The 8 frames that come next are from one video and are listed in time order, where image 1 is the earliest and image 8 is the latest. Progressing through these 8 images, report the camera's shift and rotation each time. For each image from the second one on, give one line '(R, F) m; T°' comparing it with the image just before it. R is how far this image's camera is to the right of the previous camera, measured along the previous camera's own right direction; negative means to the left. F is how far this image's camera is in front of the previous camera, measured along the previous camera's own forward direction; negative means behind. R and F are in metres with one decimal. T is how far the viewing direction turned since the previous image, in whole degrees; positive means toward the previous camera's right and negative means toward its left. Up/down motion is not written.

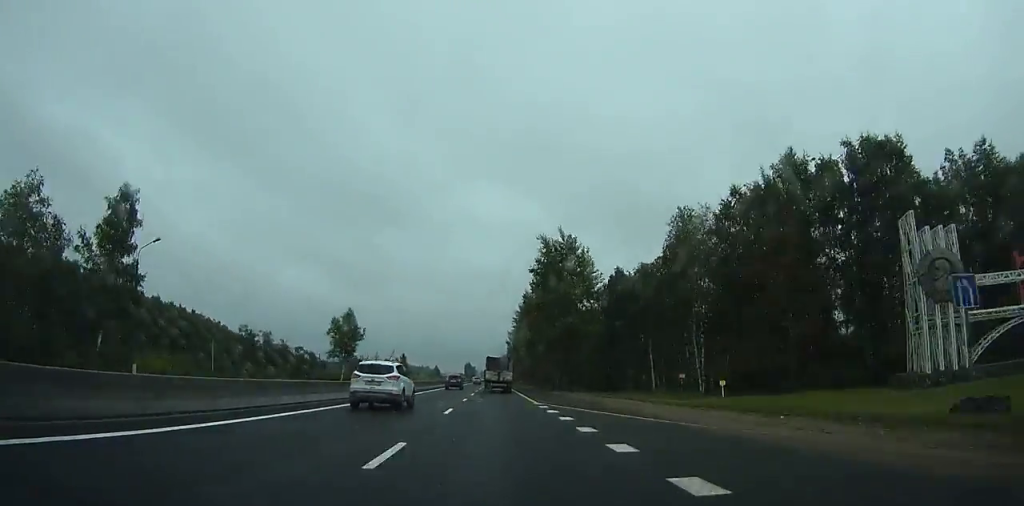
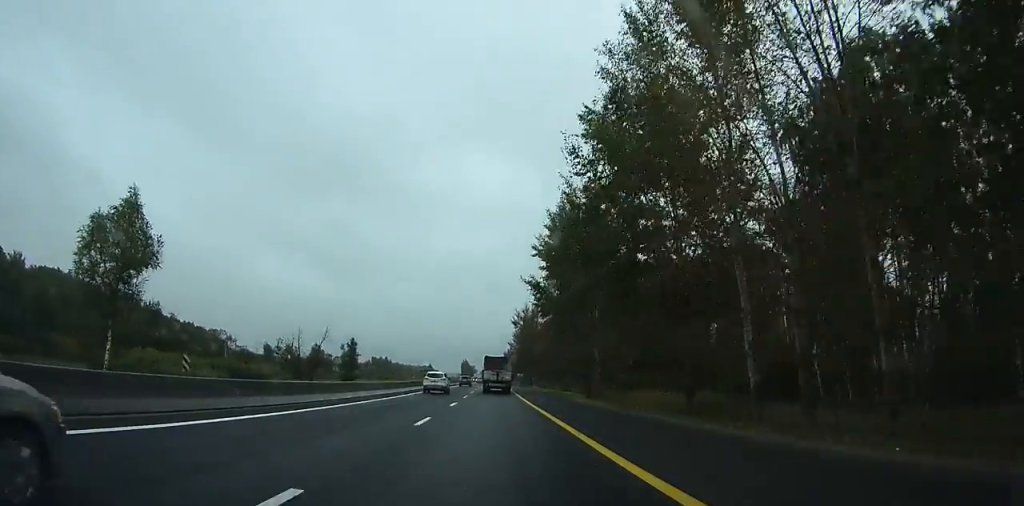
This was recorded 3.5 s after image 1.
(+0.2, +66.3) m; 0°
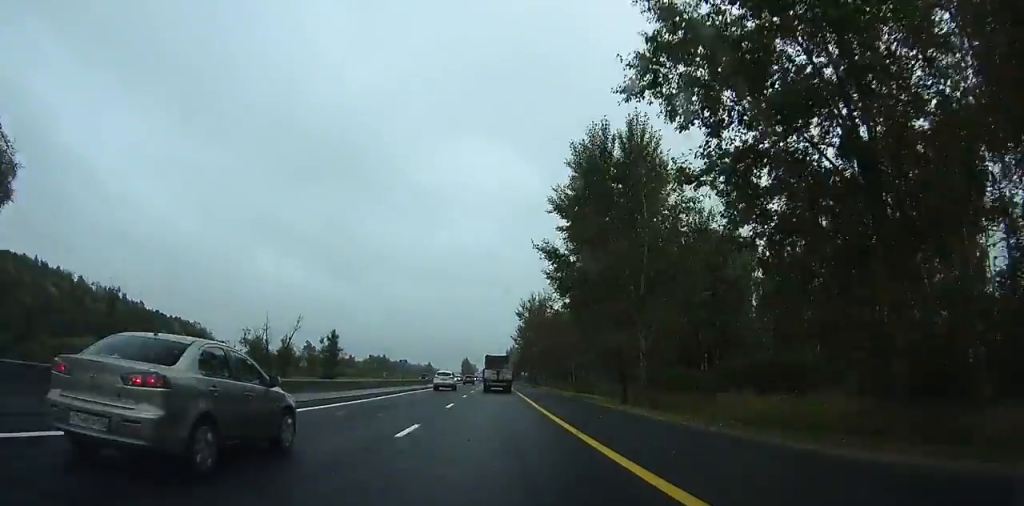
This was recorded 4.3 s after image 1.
(0.0, +14.9) m; 0°
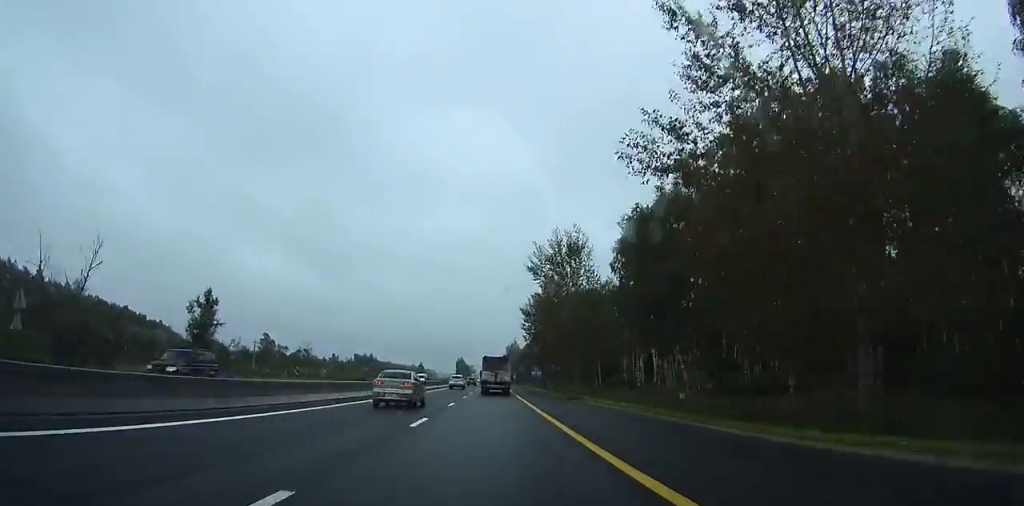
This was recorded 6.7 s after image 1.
(-0.1, +44.8) m; 0°
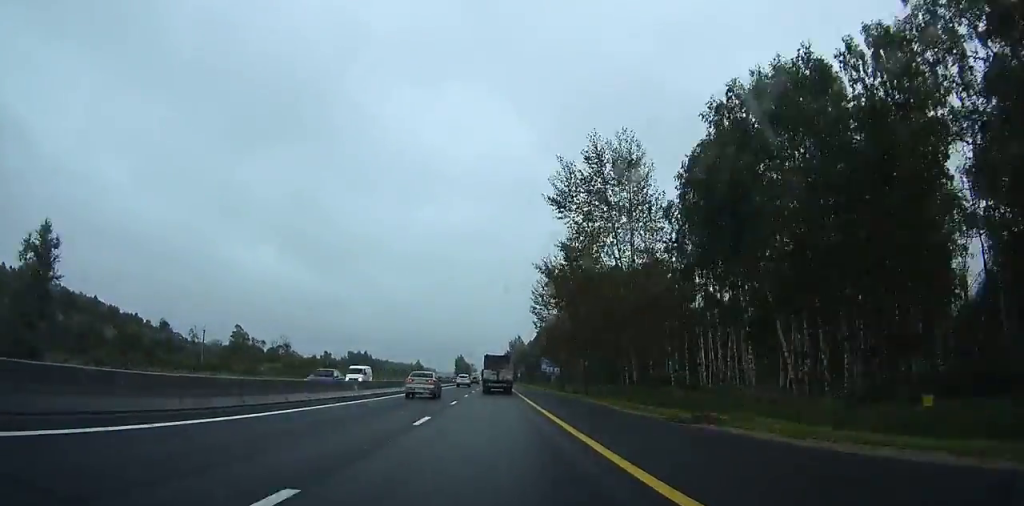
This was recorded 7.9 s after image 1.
(0.0, +23.7) m; 0°
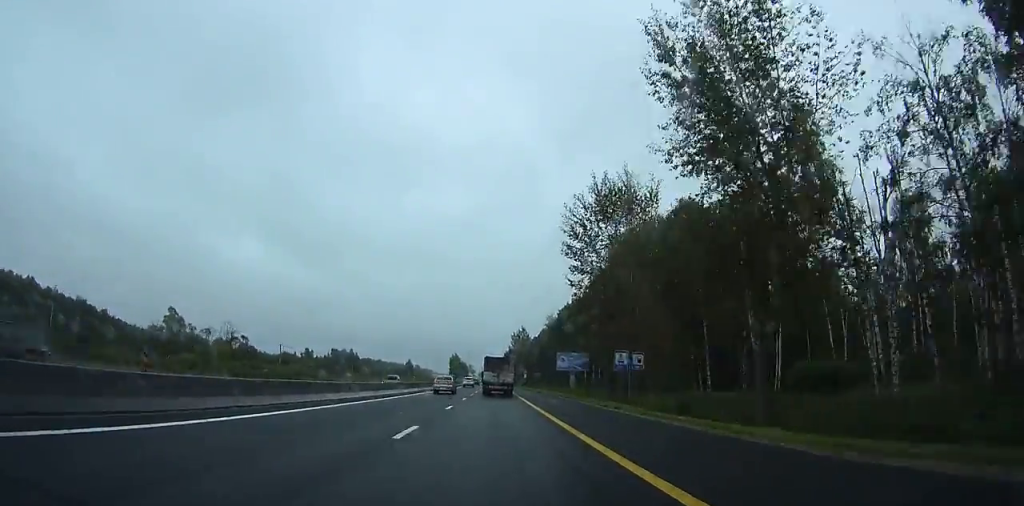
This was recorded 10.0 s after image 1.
(-0.1, +38.8) m; 0°
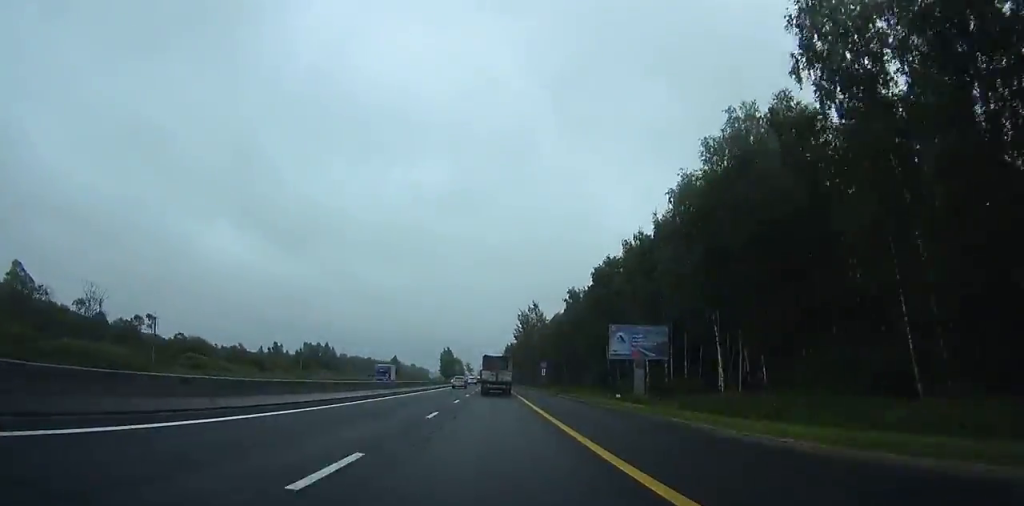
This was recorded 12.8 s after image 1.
(+0.6, +53.1) m; 0°
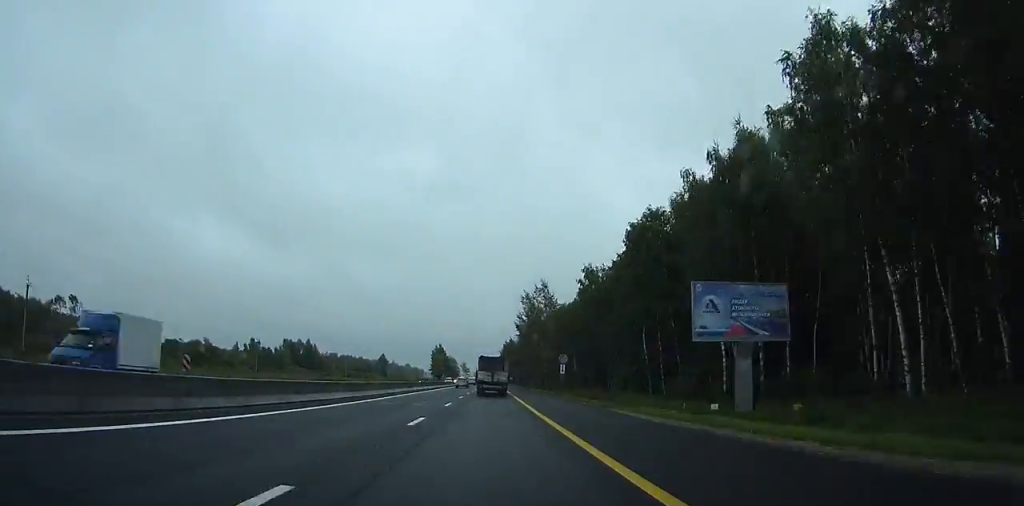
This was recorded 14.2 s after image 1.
(-0.1, +26.9) m; 0°
